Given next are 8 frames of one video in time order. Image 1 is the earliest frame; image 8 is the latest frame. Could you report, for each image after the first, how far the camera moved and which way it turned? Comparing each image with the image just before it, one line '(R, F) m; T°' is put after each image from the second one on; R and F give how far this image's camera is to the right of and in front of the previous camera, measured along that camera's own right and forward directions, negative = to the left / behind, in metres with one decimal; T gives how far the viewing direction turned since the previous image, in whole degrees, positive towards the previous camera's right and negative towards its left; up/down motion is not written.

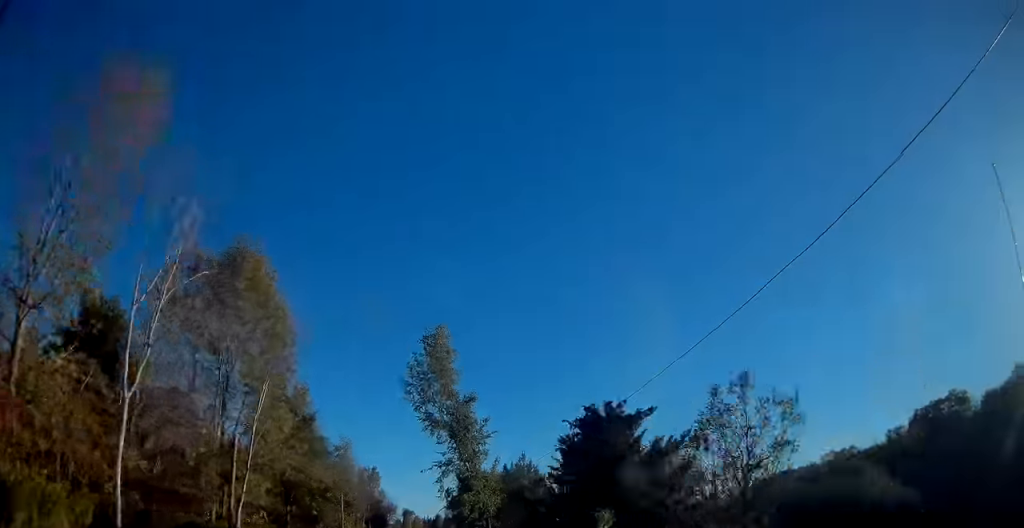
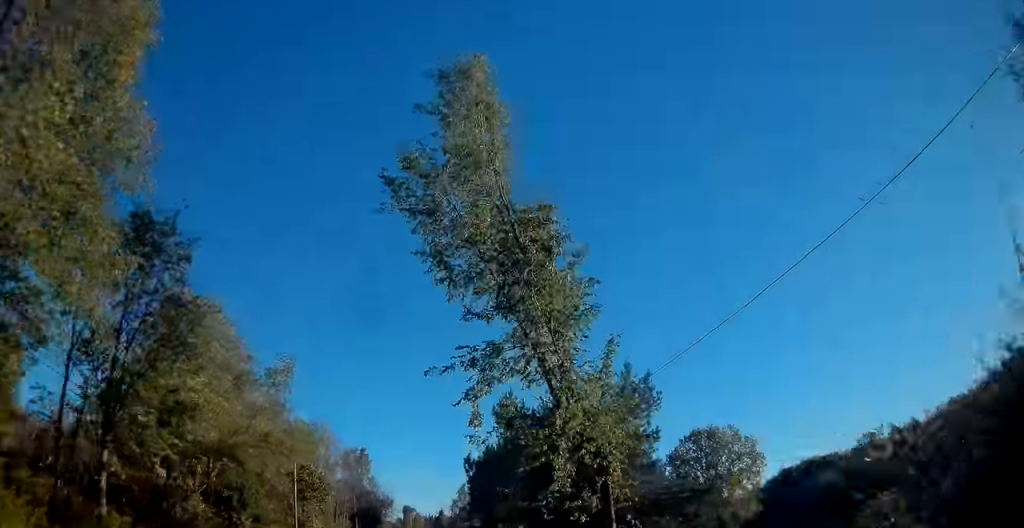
(0.0, +24.7) m; 0°
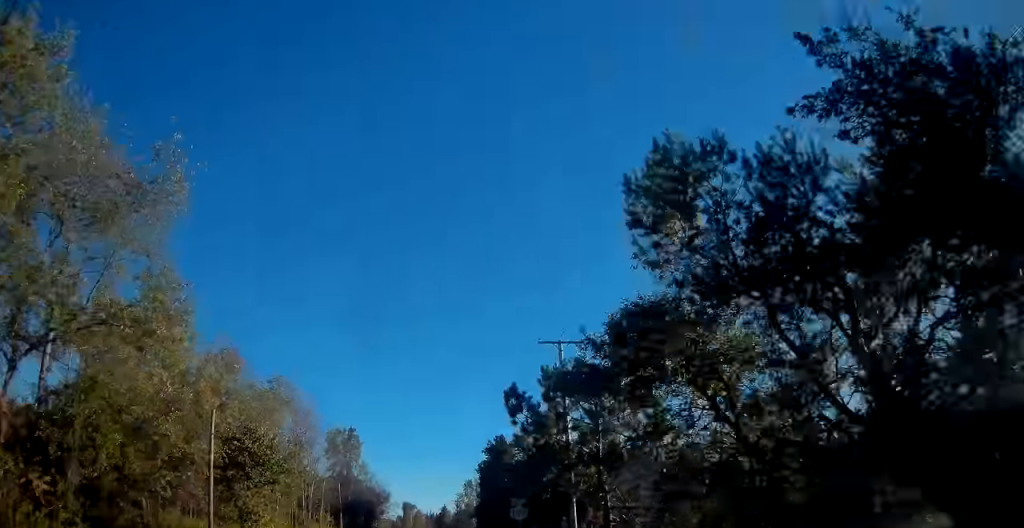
(+0.1, +16.5) m; 0°
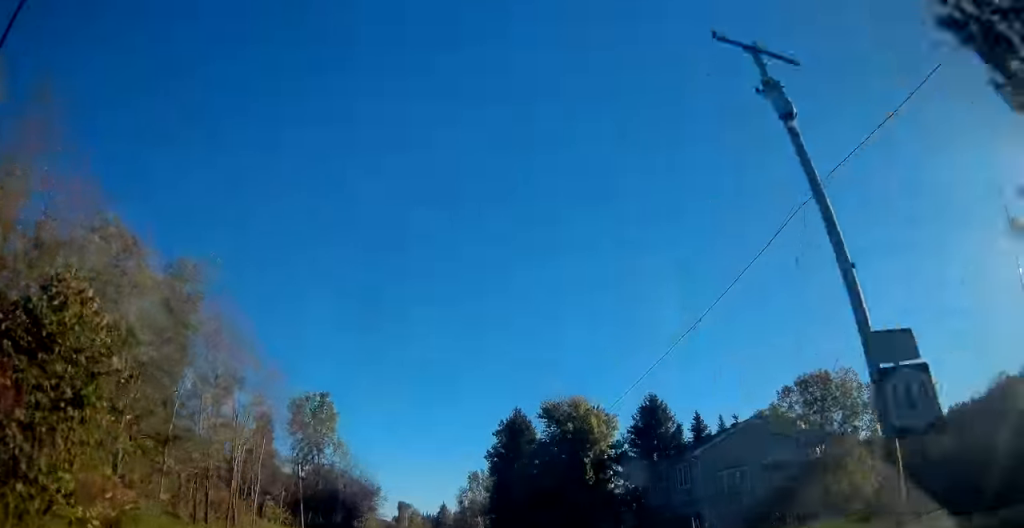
(-0.2, +19.9) m; 0°
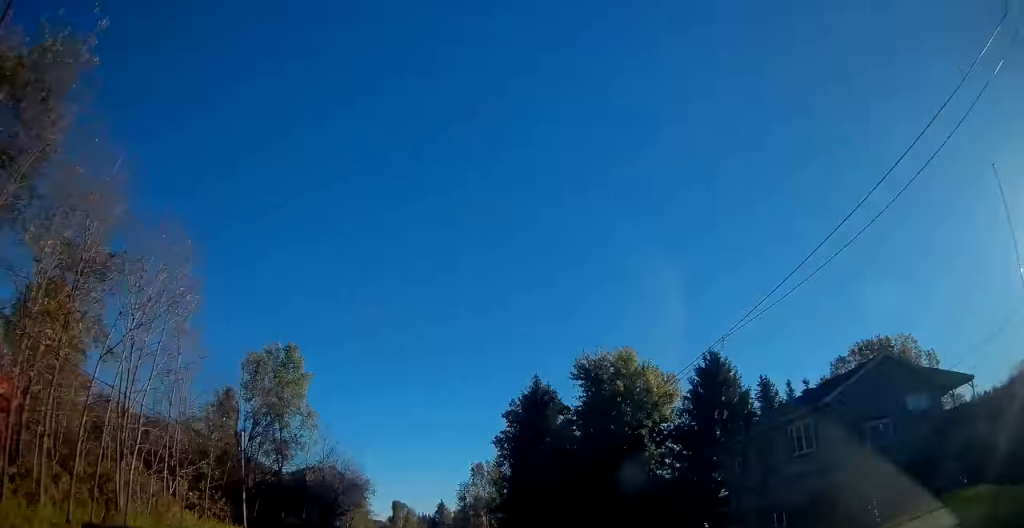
(+0.2, +14.1) m; +1°
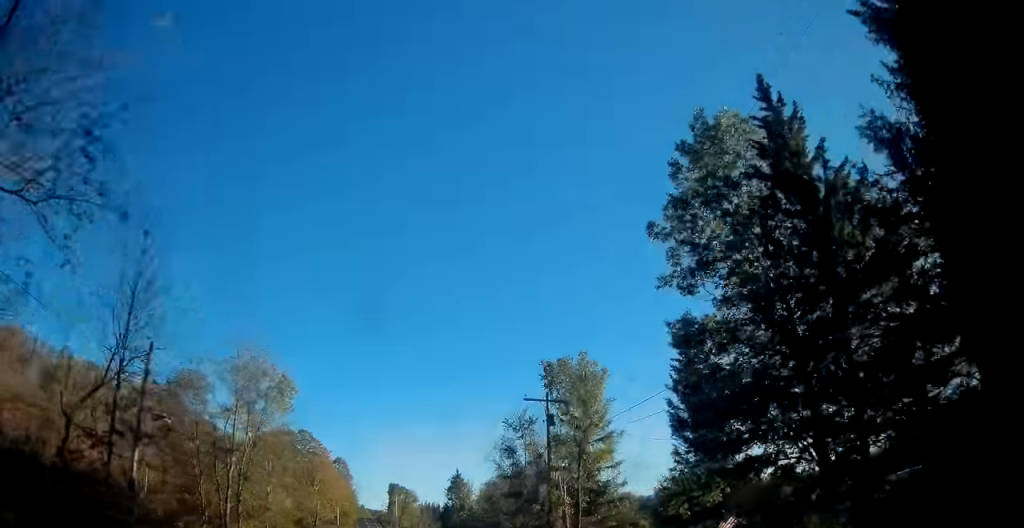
(+0.3, +51.5) m; 0°
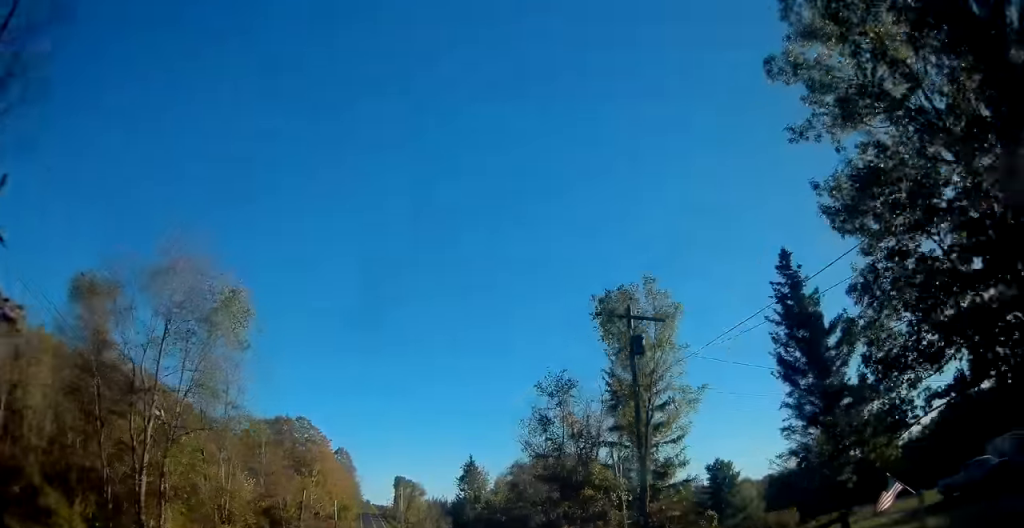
(0.0, +10.8) m; 0°
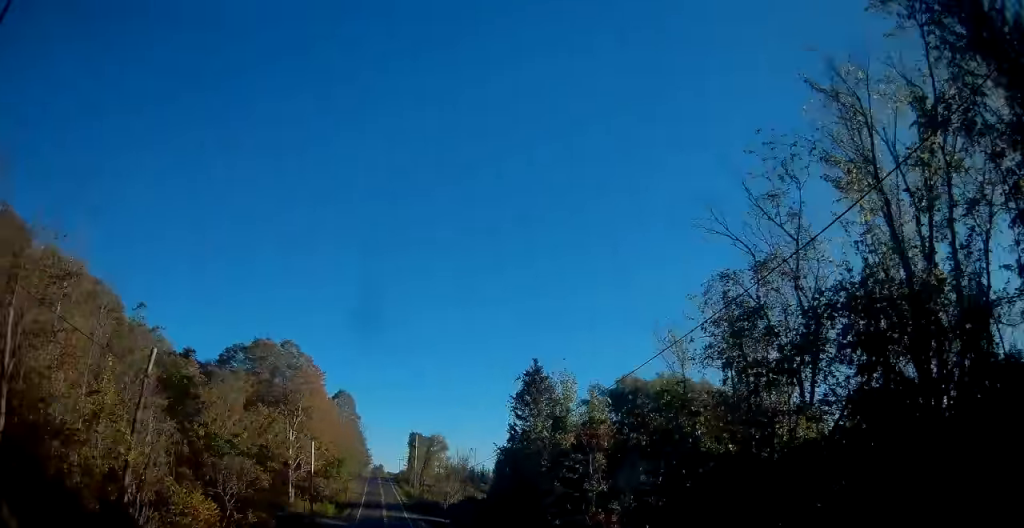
(-0.5, +31.6) m; -2°
